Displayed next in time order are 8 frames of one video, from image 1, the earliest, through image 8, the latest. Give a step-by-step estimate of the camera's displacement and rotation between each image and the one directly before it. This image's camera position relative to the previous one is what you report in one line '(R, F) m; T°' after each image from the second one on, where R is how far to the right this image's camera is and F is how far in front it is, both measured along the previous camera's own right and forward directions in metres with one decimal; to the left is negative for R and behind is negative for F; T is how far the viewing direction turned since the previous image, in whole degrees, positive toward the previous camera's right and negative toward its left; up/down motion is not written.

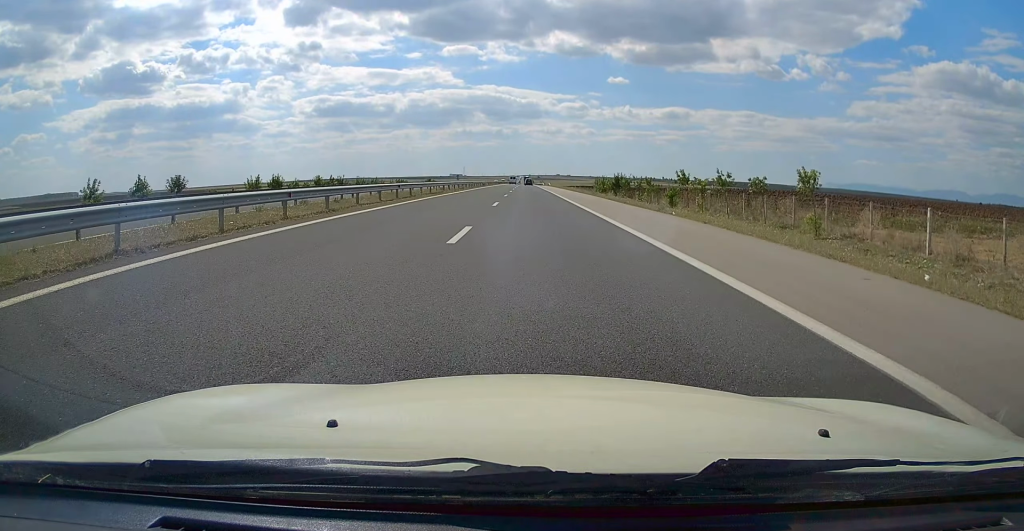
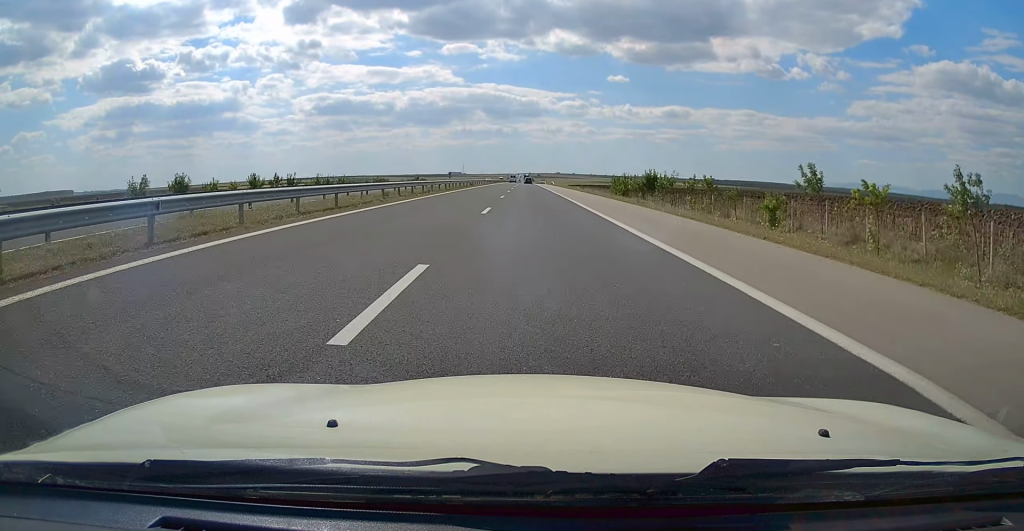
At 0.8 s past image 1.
(+0.2, +22.8) m; 0°
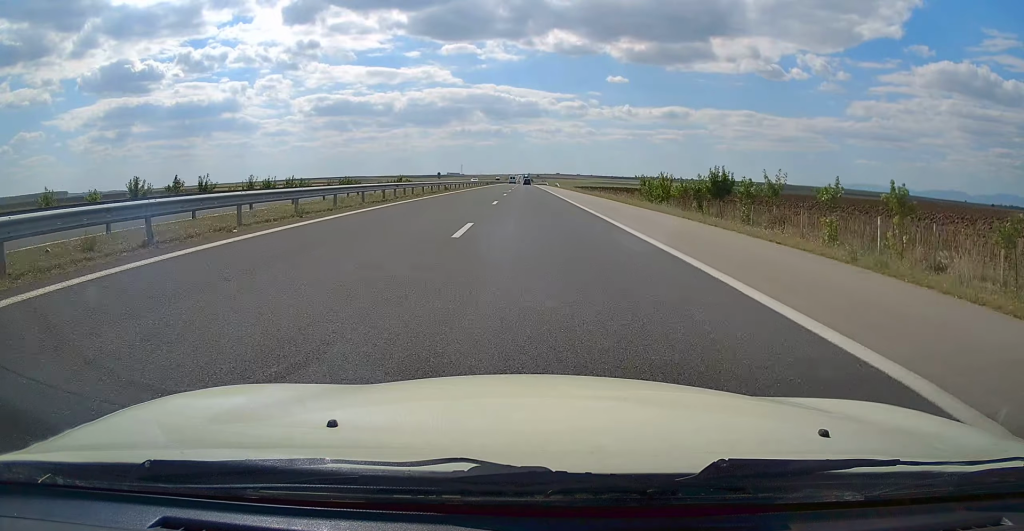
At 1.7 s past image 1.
(-0.2, +23.7) m; -1°
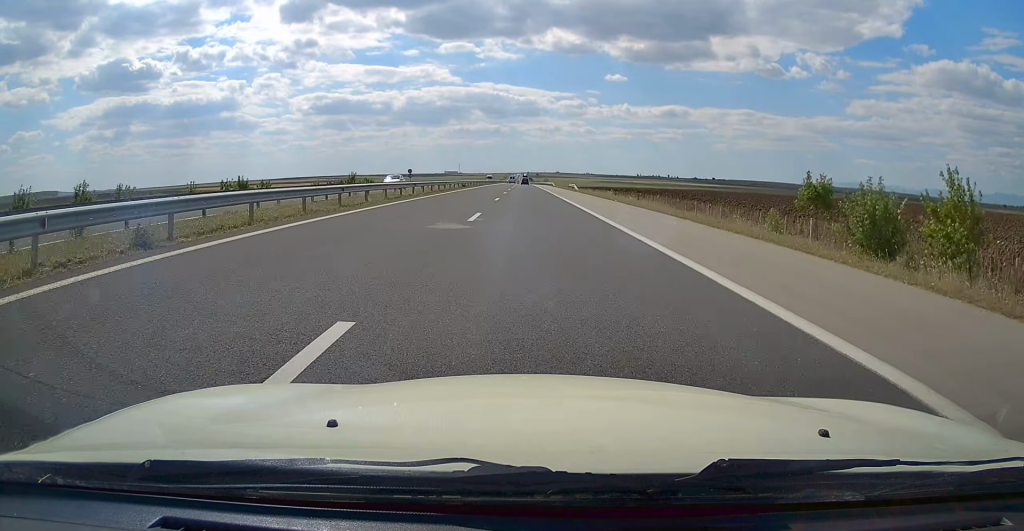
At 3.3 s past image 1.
(-0.1, +42.9) m; 0°
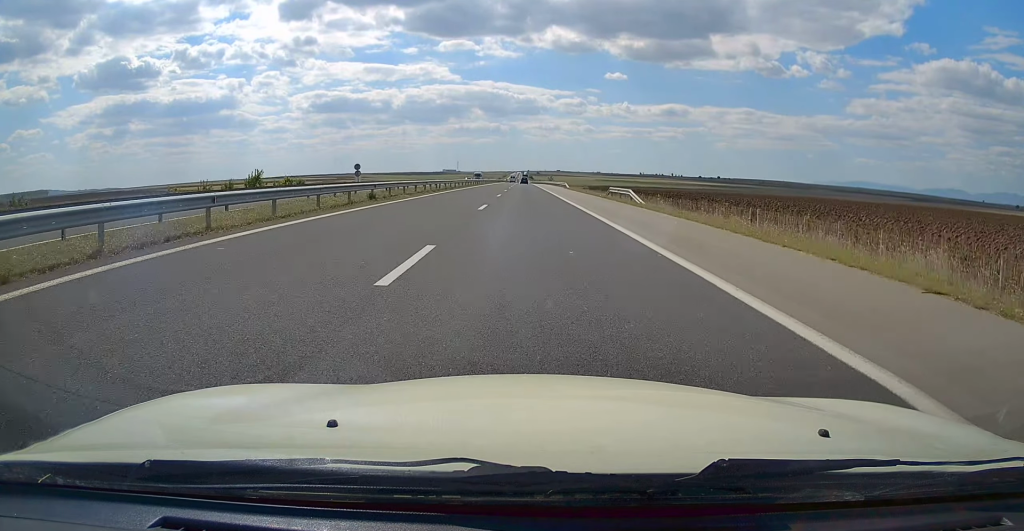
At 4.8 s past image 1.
(+0.5, +42.1) m; 0°
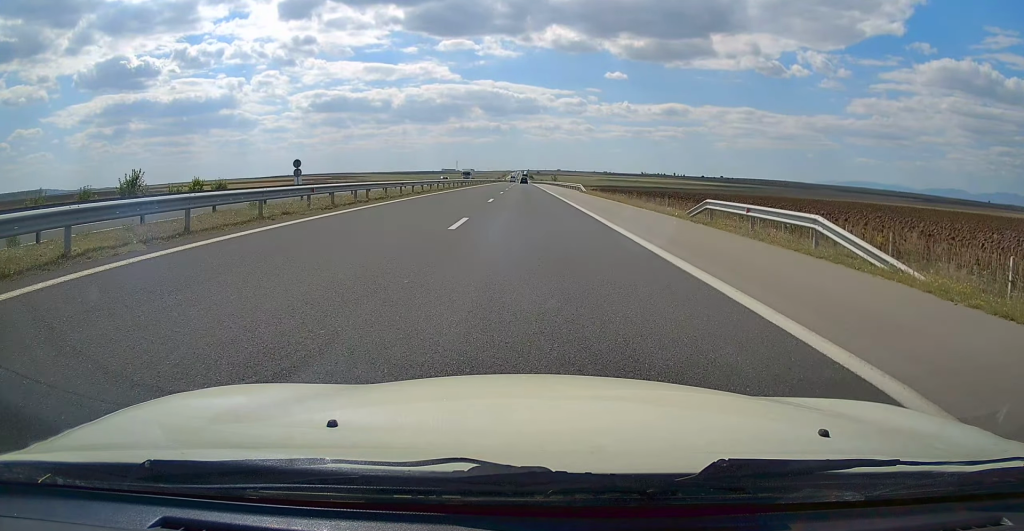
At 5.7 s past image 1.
(-0.3, +24.8) m; -1°
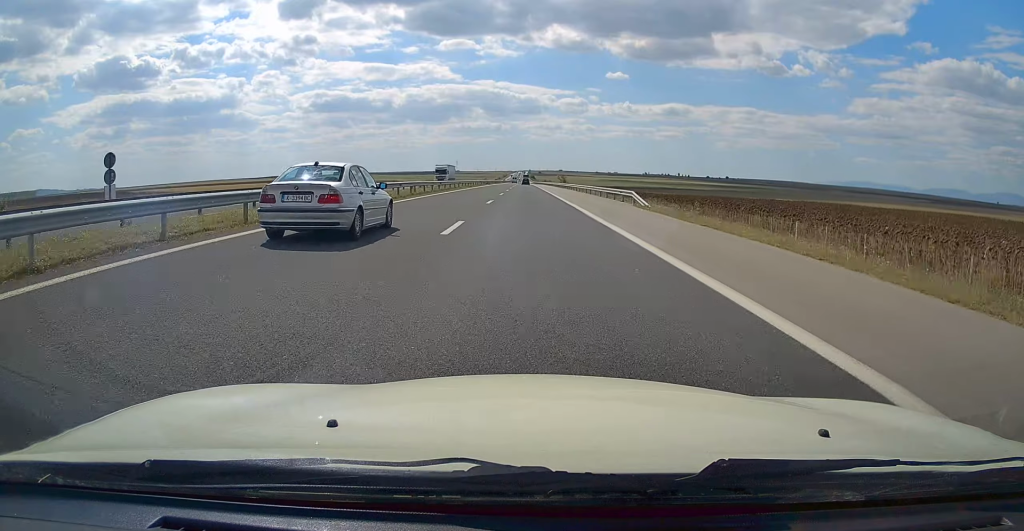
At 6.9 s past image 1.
(+0.1, +33.0) m; +1°
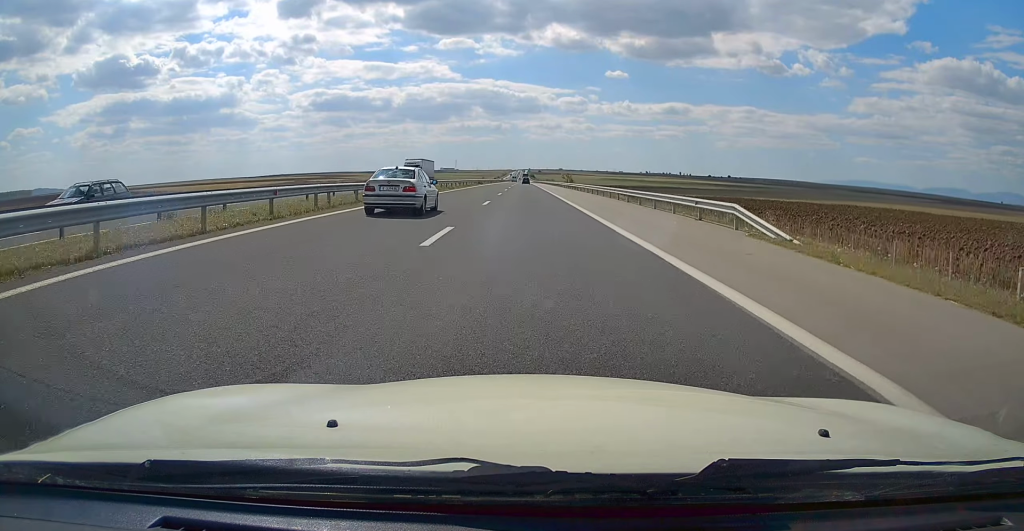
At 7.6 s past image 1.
(+0.3, +18.2) m; 0°
